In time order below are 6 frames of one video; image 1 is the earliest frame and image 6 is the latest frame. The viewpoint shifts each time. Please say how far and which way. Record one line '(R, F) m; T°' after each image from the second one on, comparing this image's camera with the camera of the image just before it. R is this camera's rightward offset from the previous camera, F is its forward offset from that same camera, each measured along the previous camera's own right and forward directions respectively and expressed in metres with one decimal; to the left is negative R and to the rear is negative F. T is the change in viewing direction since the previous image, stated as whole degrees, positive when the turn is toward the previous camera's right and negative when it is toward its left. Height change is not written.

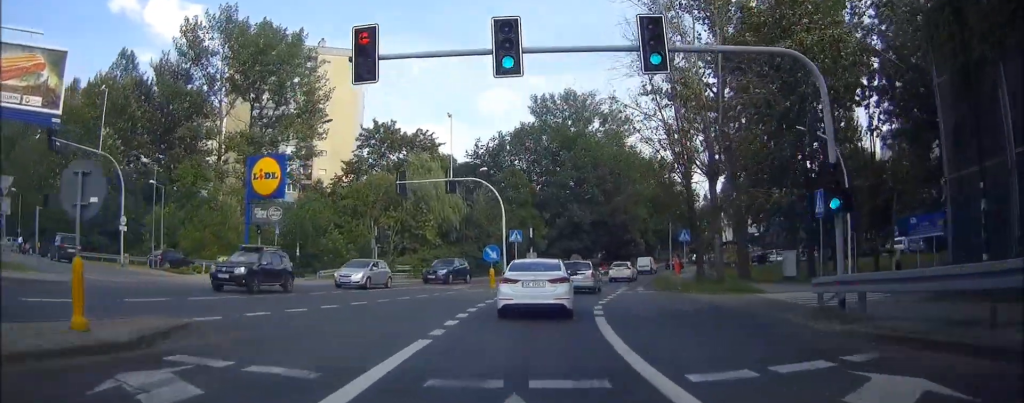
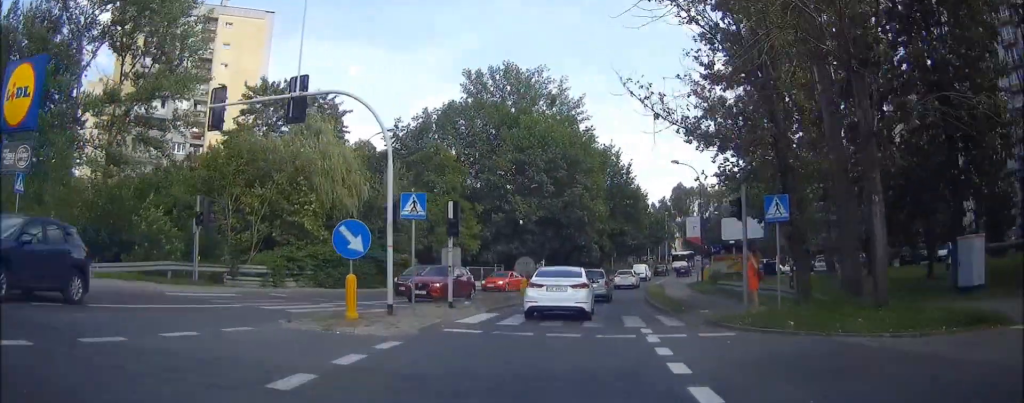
(+0.9, +19.1) m; +6°
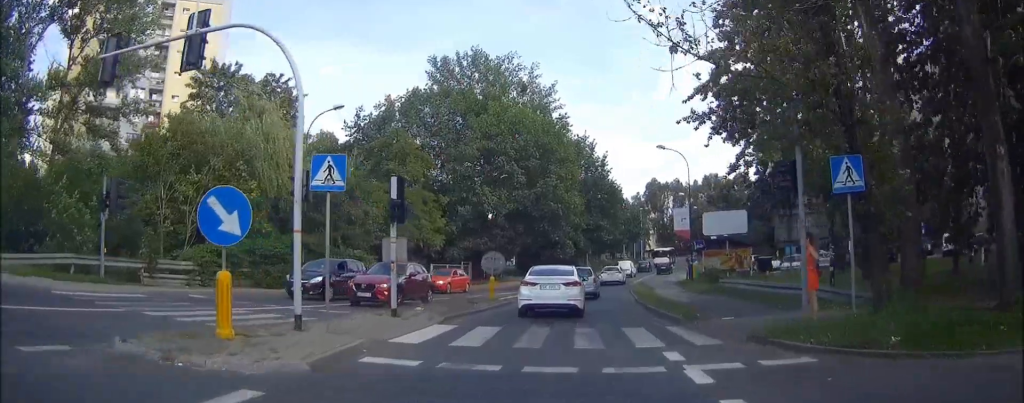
(0.0, +5.2) m; +2°
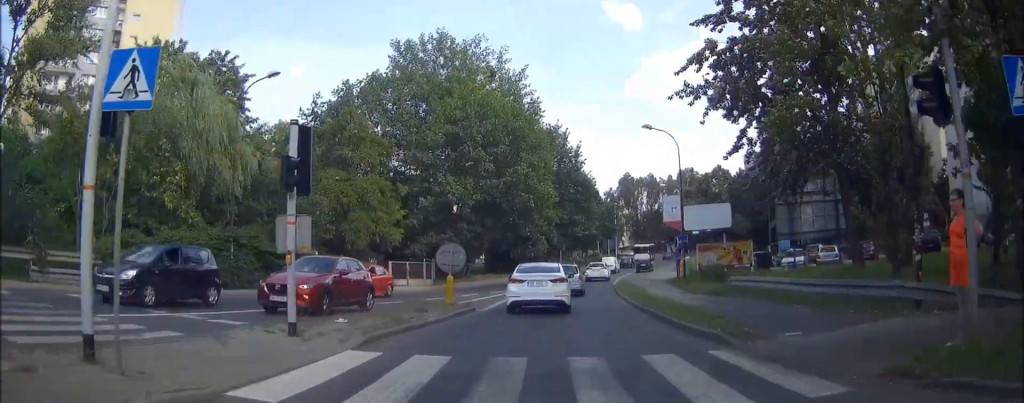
(+0.1, +5.6) m; +2°
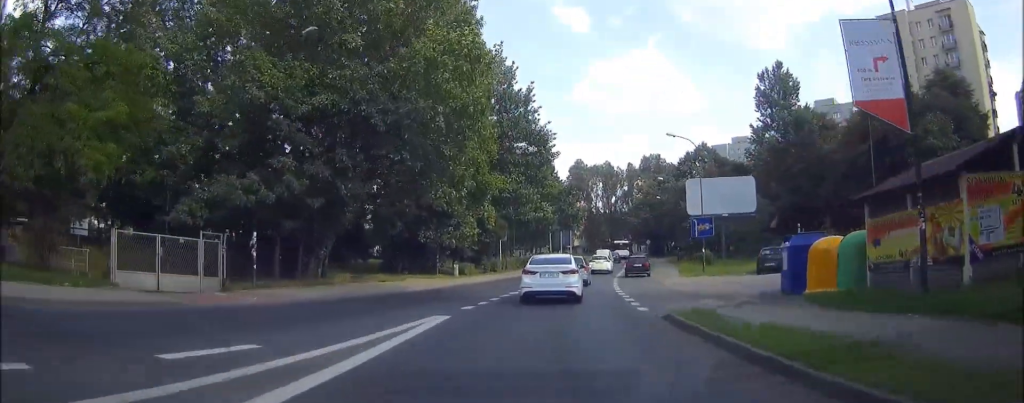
(+1.9, +28.4) m; +6°
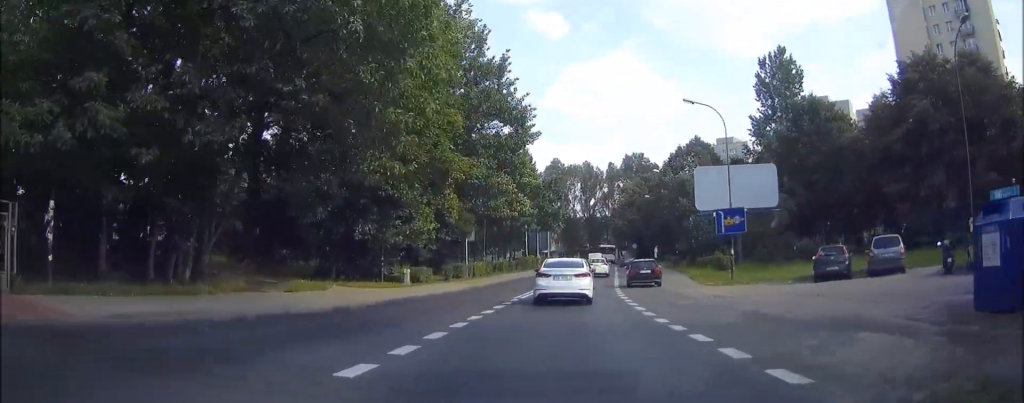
(0.0, +10.9) m; +2°
